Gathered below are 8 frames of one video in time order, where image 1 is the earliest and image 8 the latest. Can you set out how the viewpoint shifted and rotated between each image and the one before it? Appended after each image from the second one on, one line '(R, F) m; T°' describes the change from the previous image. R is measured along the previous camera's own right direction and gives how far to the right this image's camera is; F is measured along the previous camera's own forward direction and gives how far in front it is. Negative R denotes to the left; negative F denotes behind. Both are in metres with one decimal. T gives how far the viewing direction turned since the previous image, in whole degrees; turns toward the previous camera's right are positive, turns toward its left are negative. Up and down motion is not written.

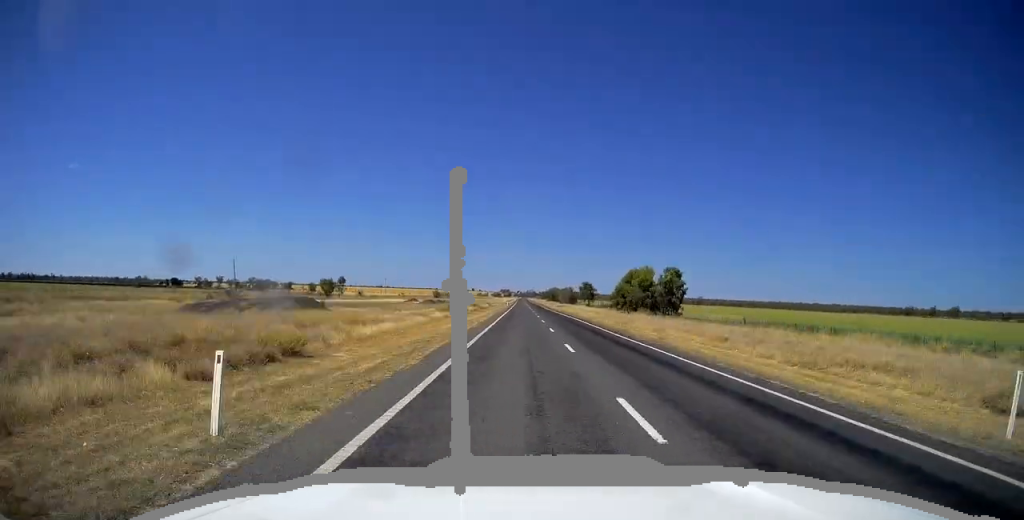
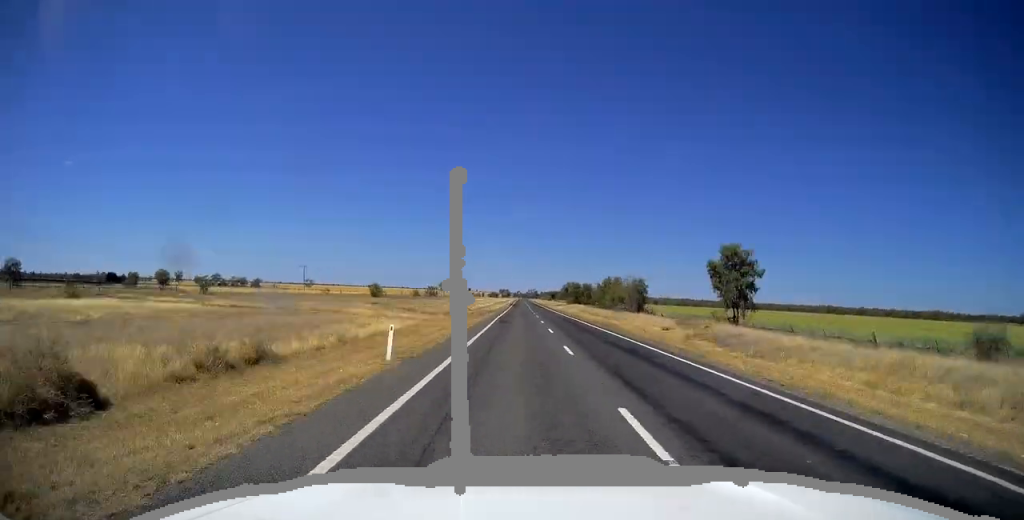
(-0.1, +135.5) m; 0°
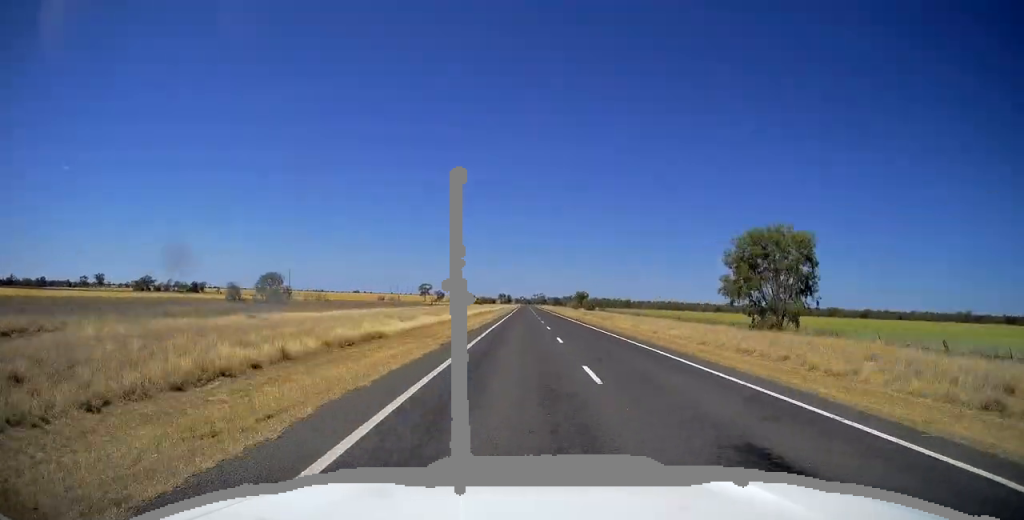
(0.0, +207.6) m; 0°
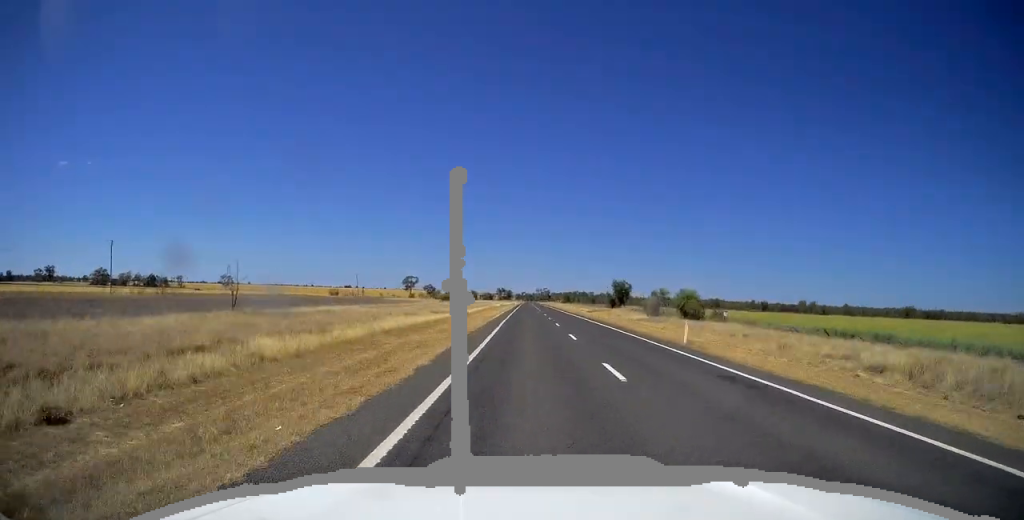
(-0.2, +99.3) m; 0°
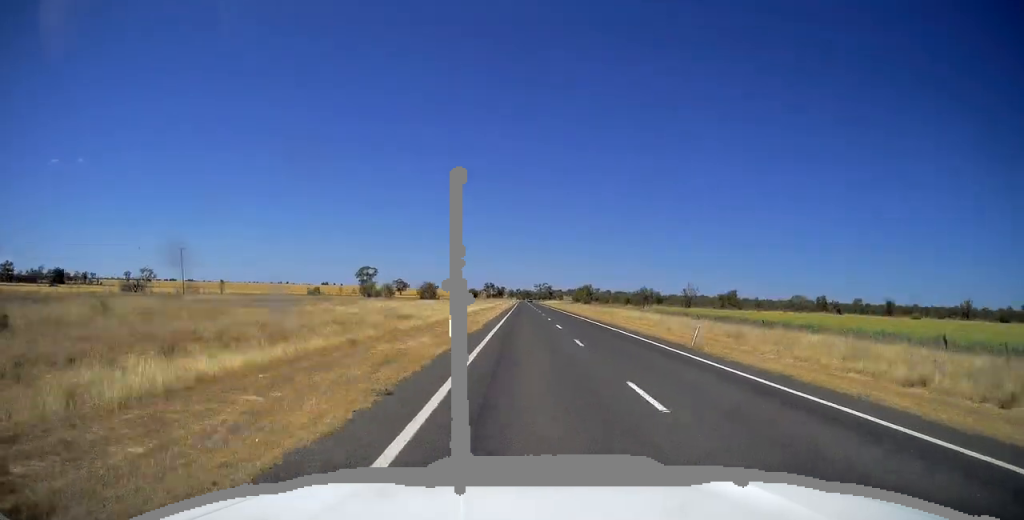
(-0.1, +144.5) m; 0°
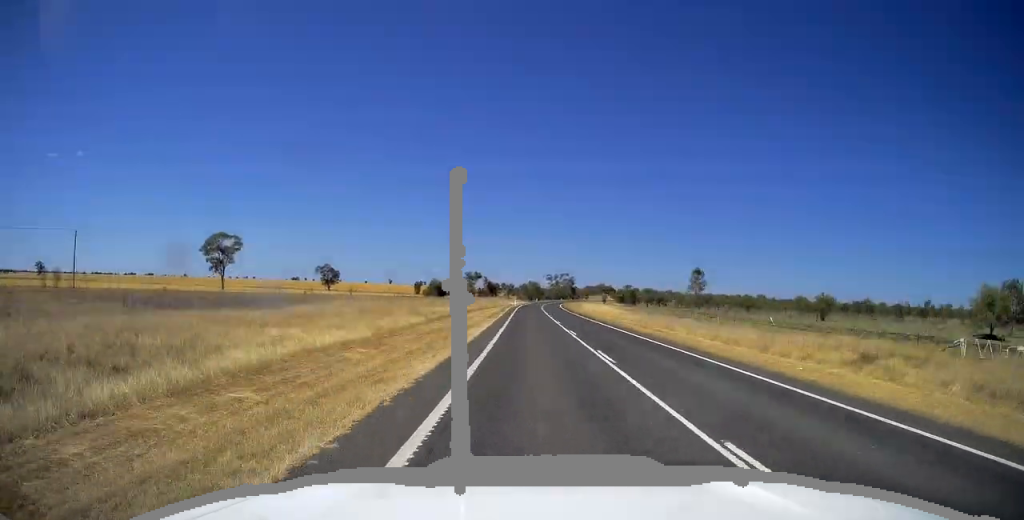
(+0.7, +225.5) m; +3°
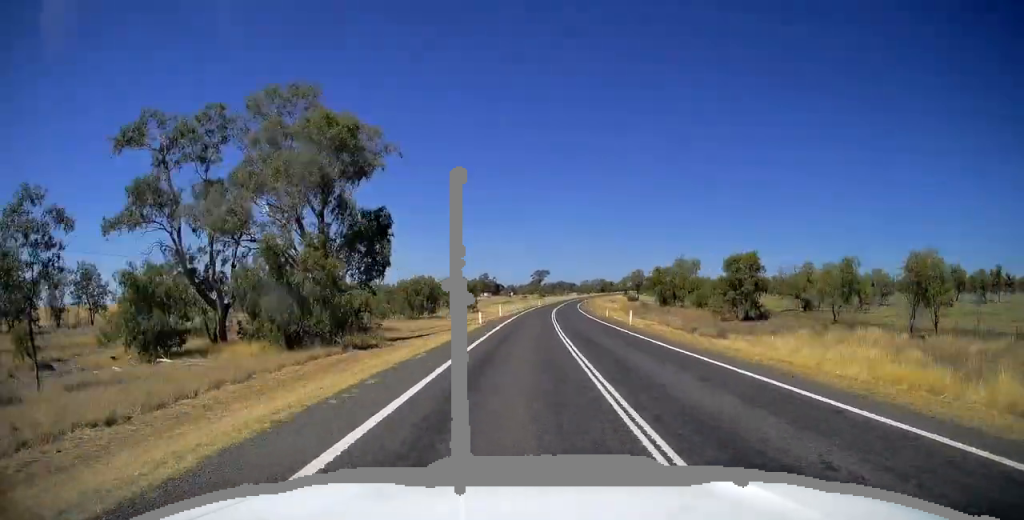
(+34.6, +339.2) m; +13°
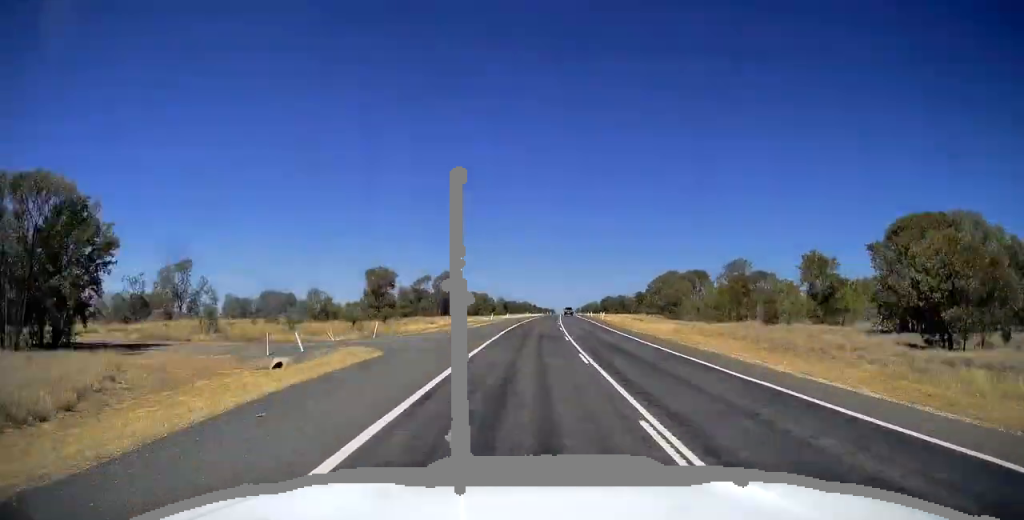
(+83.8, +447.2) m; +18°
